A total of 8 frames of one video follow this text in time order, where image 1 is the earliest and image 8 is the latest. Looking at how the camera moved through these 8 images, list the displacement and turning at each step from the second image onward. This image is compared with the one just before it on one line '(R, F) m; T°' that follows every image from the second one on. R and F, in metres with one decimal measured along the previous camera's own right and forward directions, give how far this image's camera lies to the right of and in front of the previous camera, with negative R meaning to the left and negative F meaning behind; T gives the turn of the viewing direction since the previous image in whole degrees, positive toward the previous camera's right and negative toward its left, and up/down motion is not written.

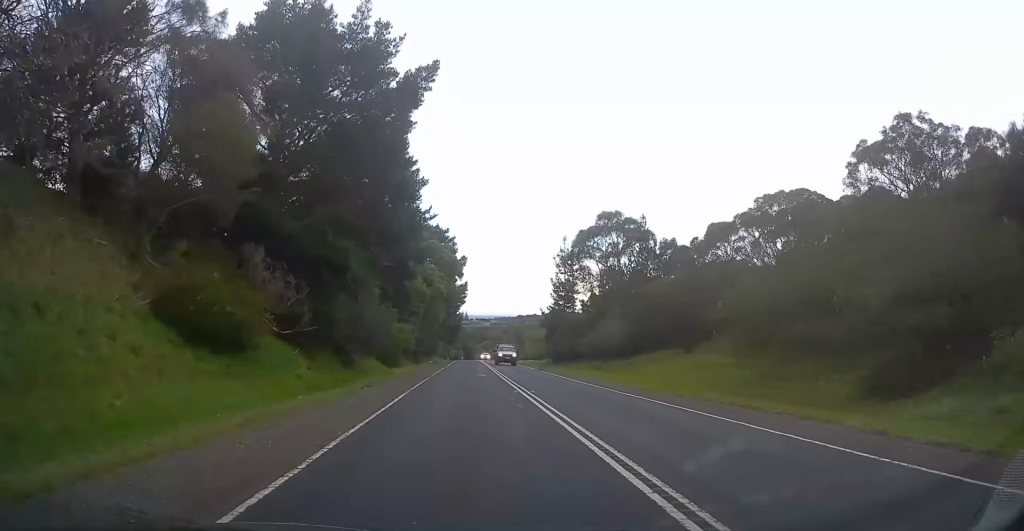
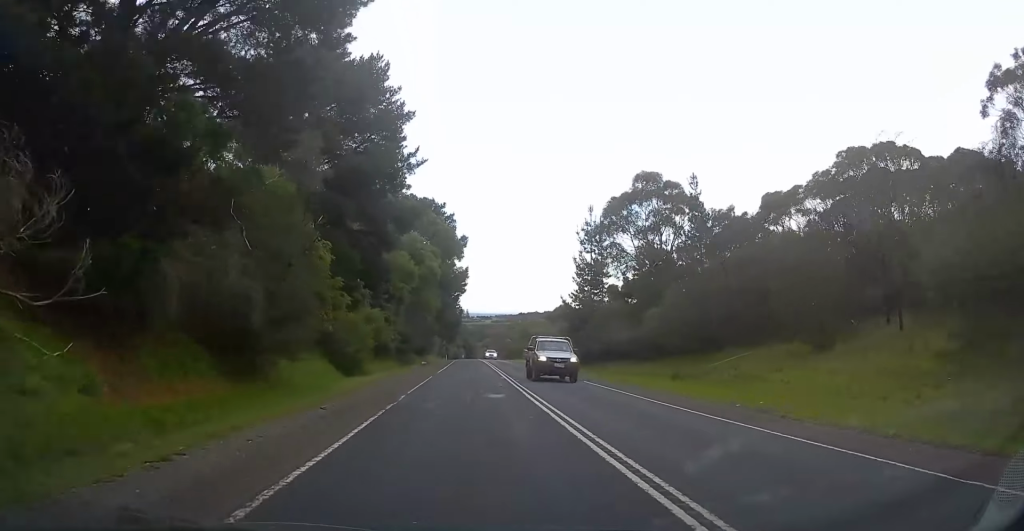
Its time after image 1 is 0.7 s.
(+0.2, +15.1) m; 0°
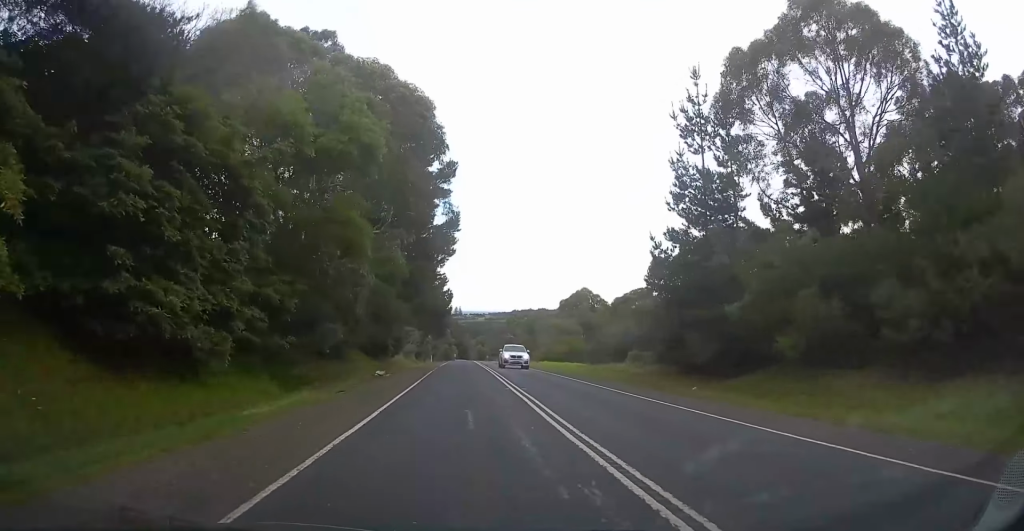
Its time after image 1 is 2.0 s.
(-0.2, +30.3) m; 0°
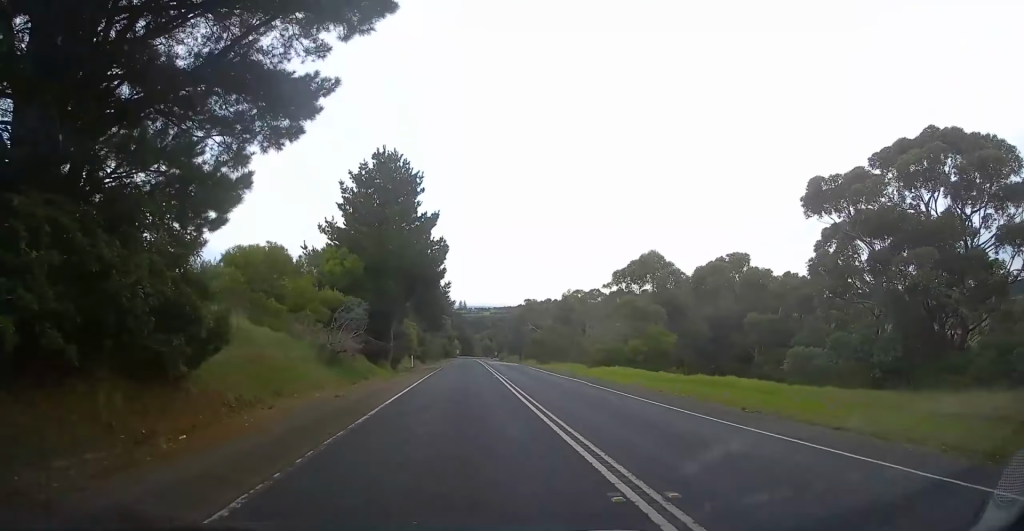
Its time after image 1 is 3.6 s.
(-0.4, +37.5) m; -1°
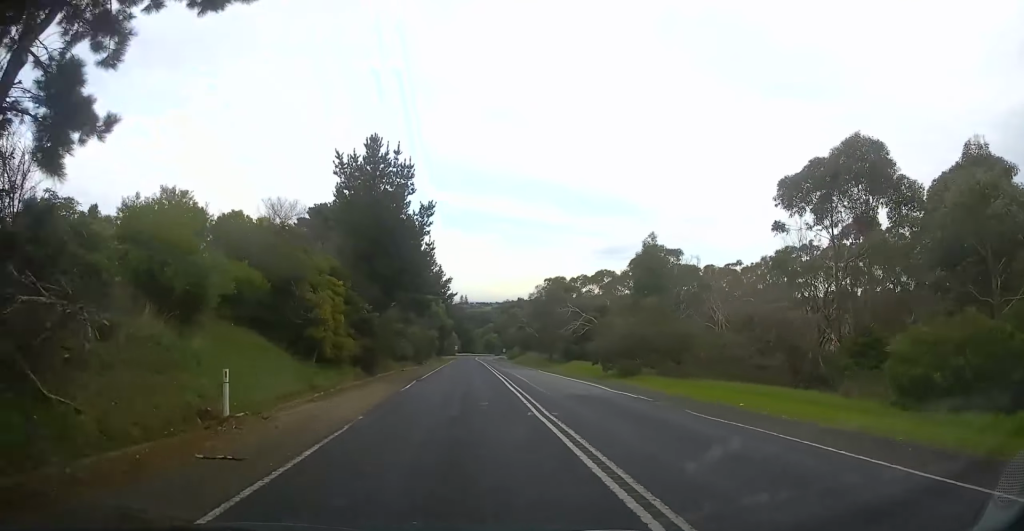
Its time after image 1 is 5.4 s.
(+1.0, +41.4) m; +1°
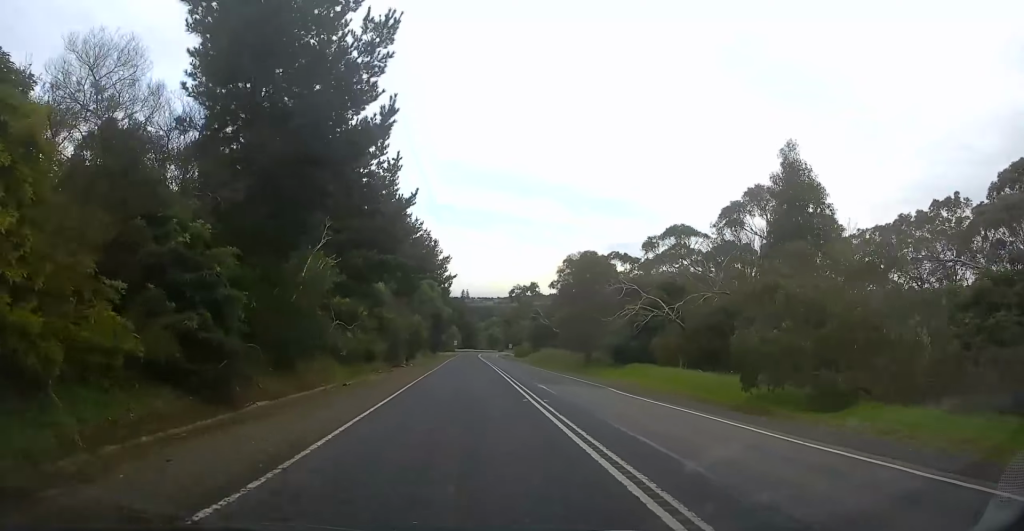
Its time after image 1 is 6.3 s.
(-0.5, +21.6) m; 0°
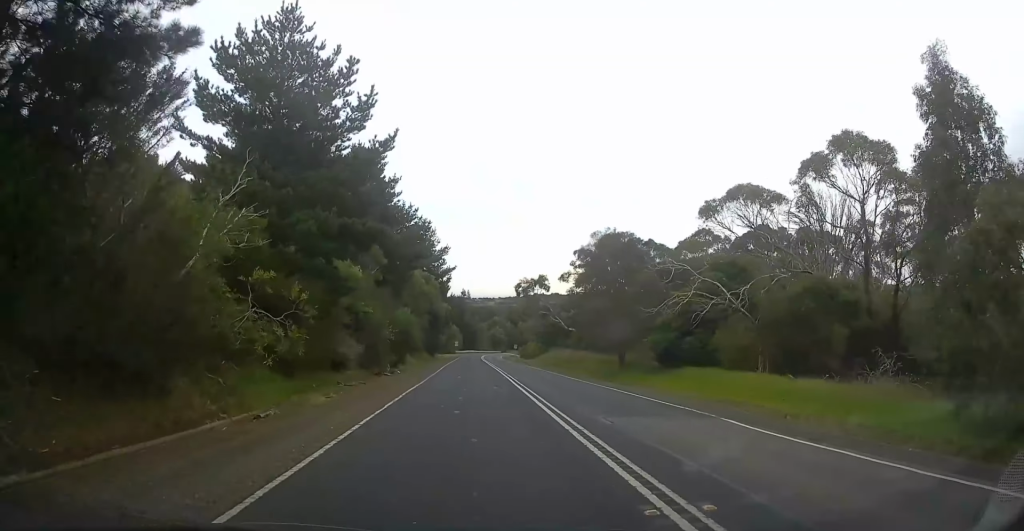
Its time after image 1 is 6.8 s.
(+0.1, +10.0) m; 0°
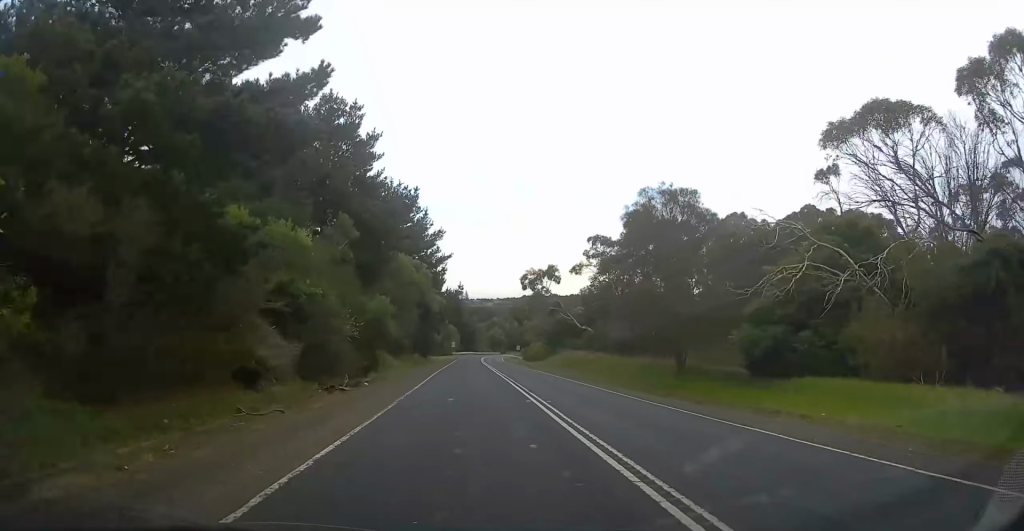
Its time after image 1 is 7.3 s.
(+0.3, +11.8) m; 0°
